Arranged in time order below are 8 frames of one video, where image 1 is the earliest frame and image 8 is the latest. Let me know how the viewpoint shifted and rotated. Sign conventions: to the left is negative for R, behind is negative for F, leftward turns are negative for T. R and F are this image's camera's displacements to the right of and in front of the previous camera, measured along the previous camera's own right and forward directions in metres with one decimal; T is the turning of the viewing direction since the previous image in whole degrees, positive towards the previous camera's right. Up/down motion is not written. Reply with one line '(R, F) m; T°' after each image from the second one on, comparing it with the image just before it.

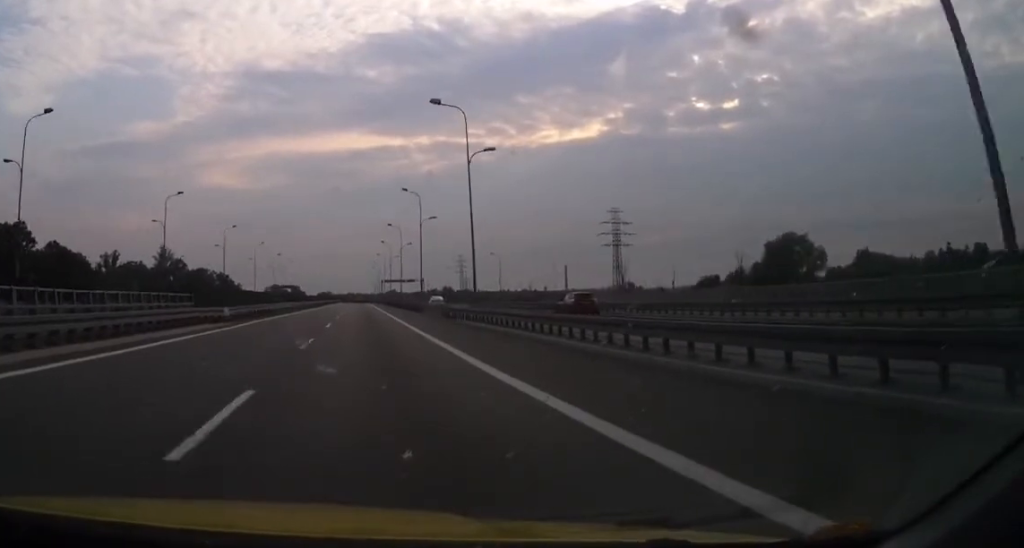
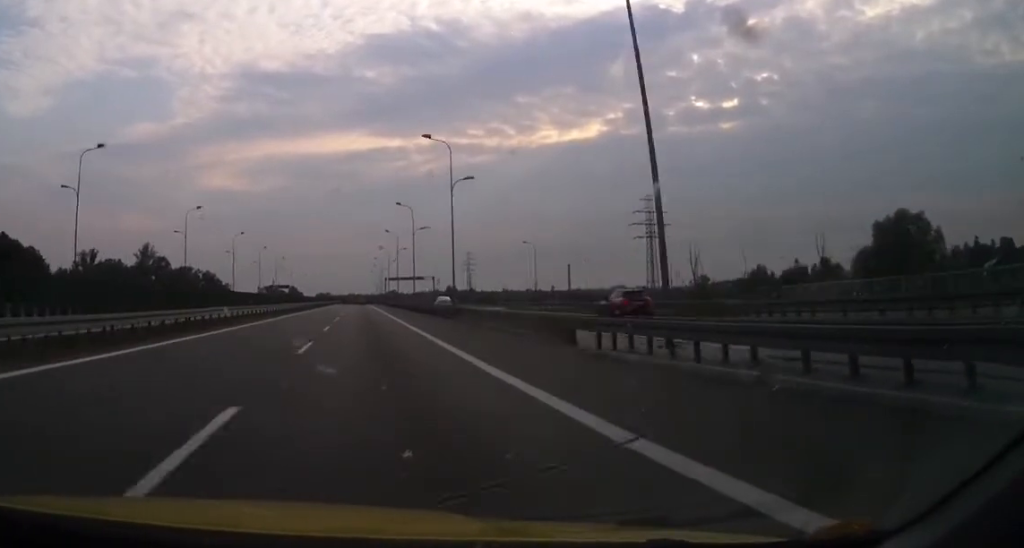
(0.0, +25.5) m; 0°
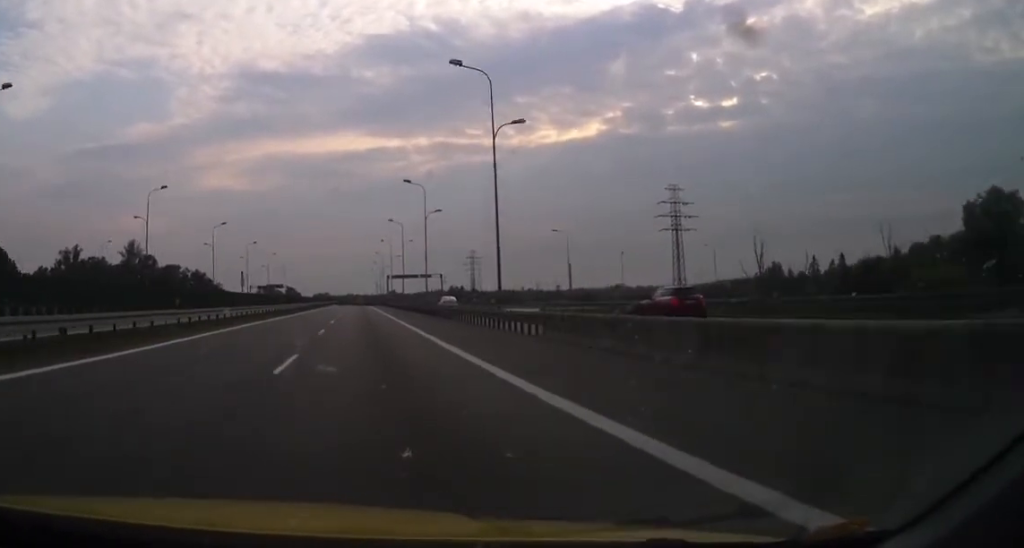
(0.0, +15.4) m; 0°
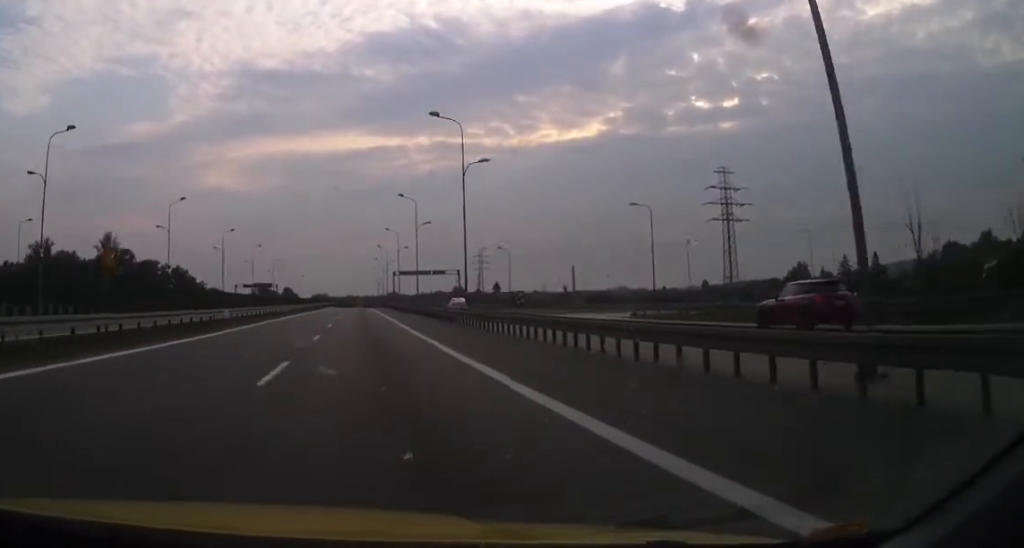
(0.0, +24.2) m; 0°
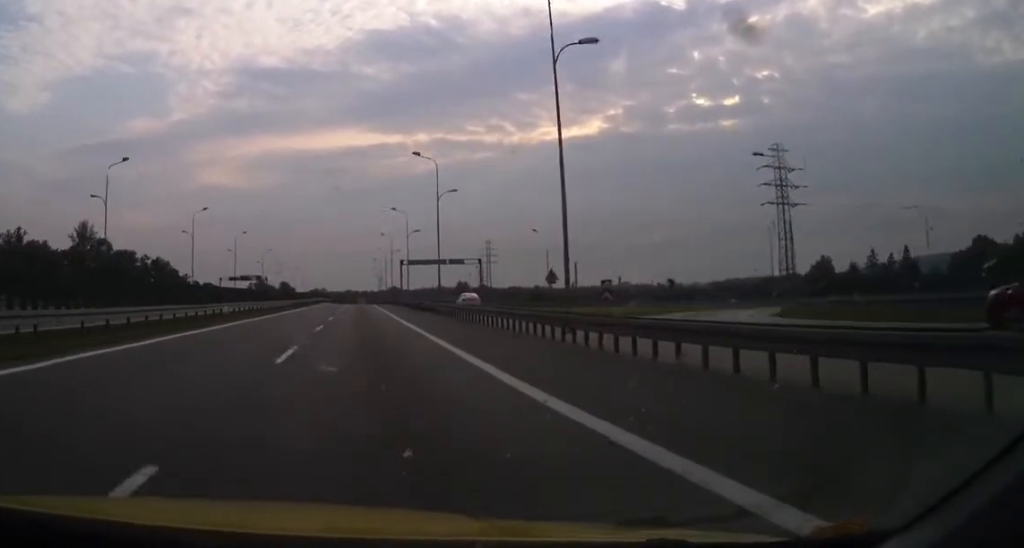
(0.0, +20.2) m; 0°
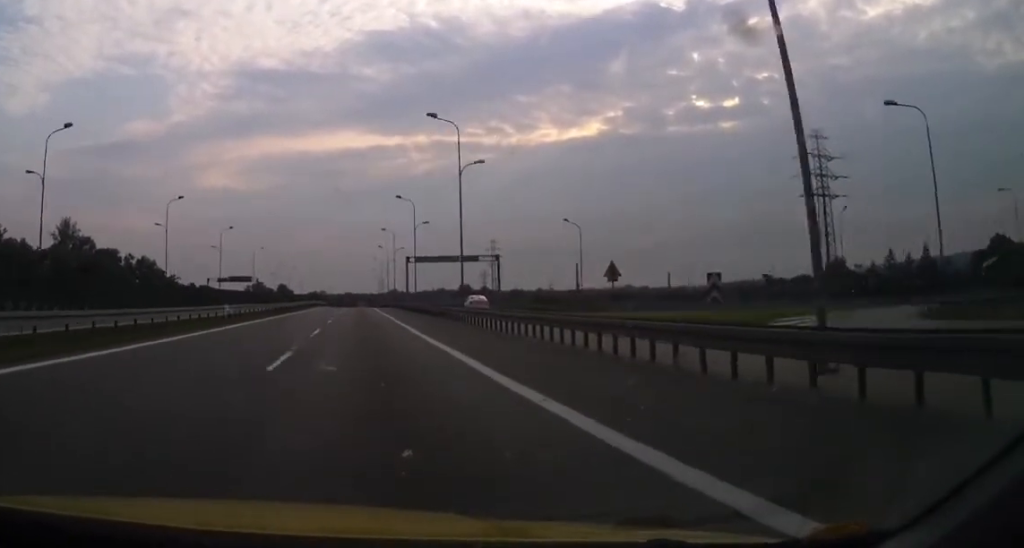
(0.0, +12.5) m; 0°
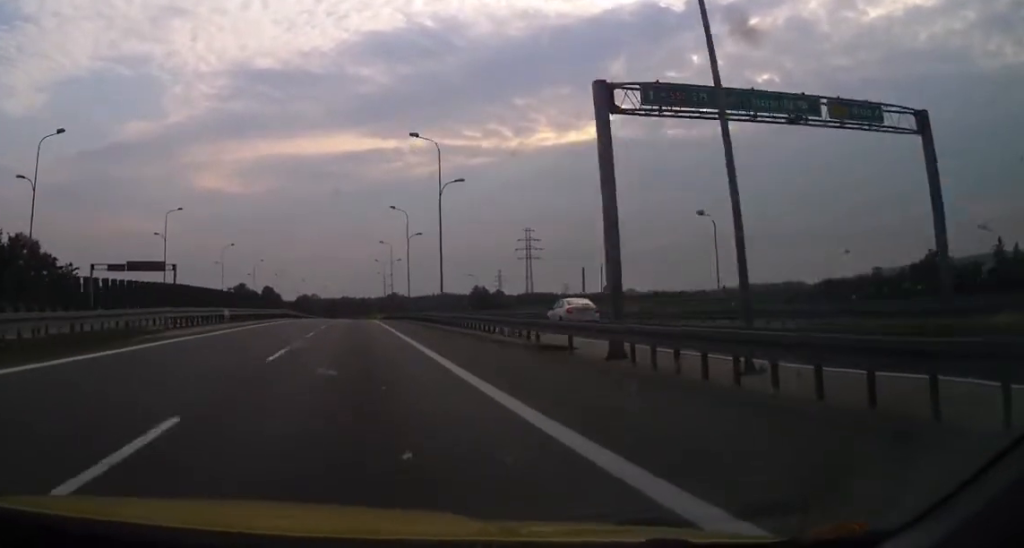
(-0.1, +59.9) m; -1°
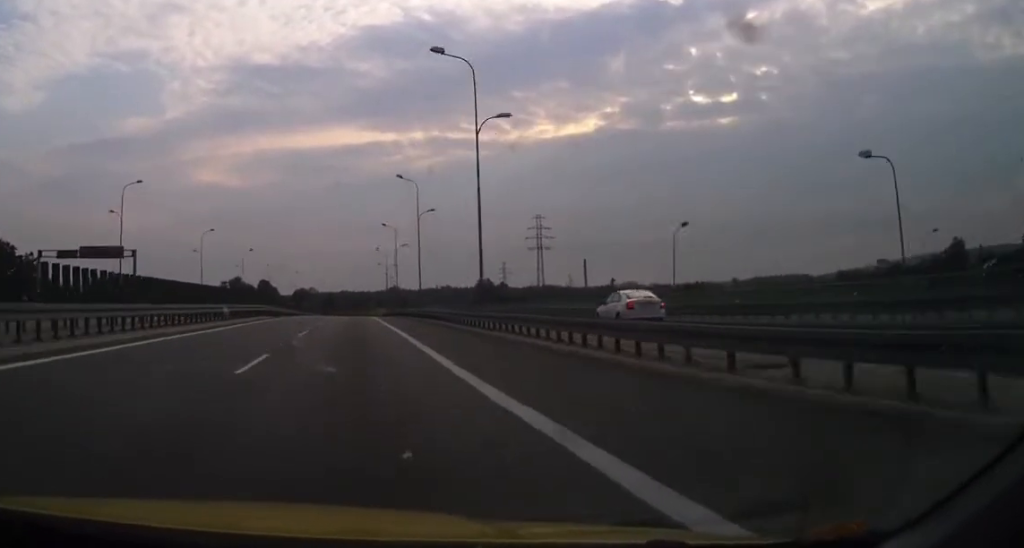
(-0.1, +14.7) m; 0°
